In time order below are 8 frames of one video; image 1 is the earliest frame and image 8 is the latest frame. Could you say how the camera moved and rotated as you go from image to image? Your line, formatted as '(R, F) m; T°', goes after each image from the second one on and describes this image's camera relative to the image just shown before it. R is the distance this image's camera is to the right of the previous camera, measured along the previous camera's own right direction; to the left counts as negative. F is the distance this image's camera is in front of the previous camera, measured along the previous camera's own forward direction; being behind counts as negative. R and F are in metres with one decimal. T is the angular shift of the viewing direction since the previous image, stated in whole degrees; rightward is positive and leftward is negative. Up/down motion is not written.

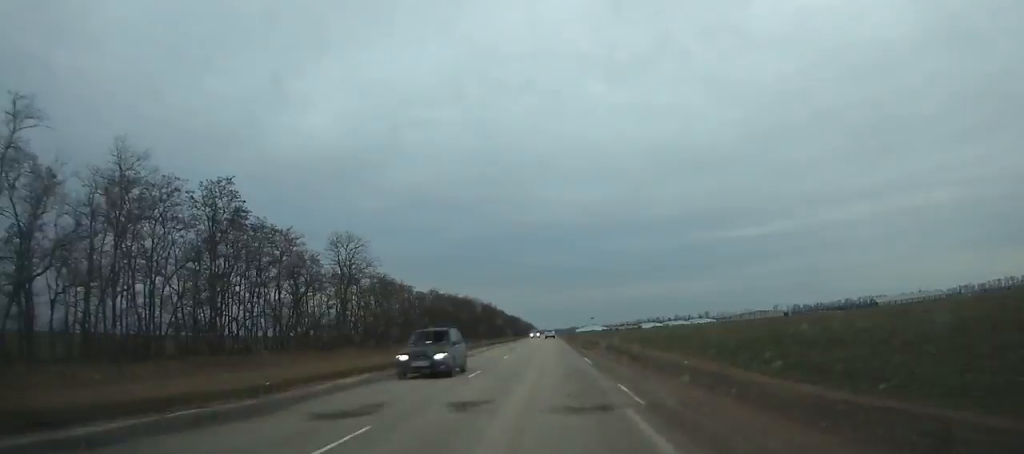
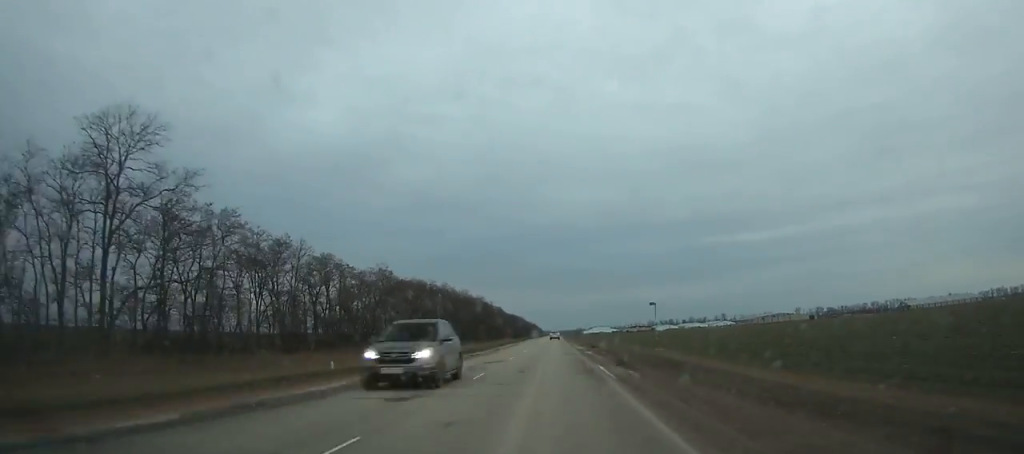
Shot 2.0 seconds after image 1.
(-0.1, +49.1) m; 0°
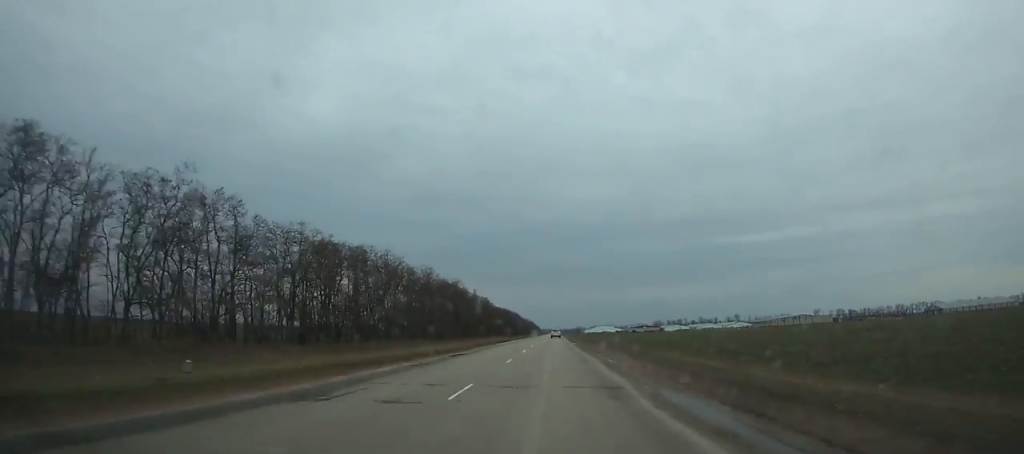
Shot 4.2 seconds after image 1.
(-0.4, +53.9) m; 0°
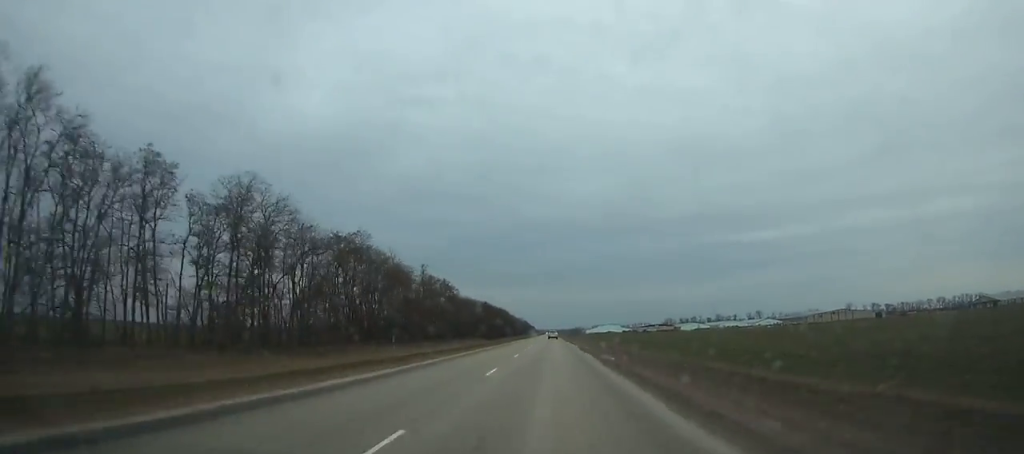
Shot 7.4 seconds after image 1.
(+0.7, +78.1) m; +1°
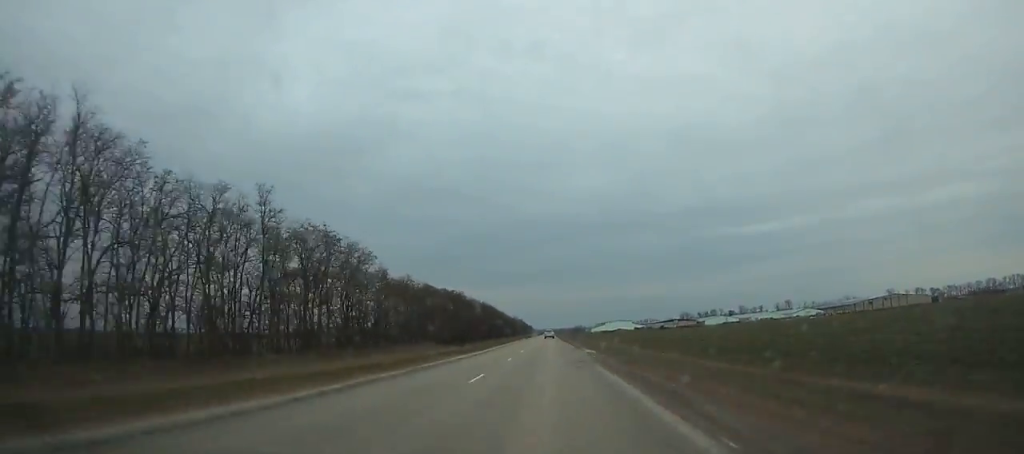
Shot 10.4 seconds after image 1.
(+0.2, +72.8) m; 0°
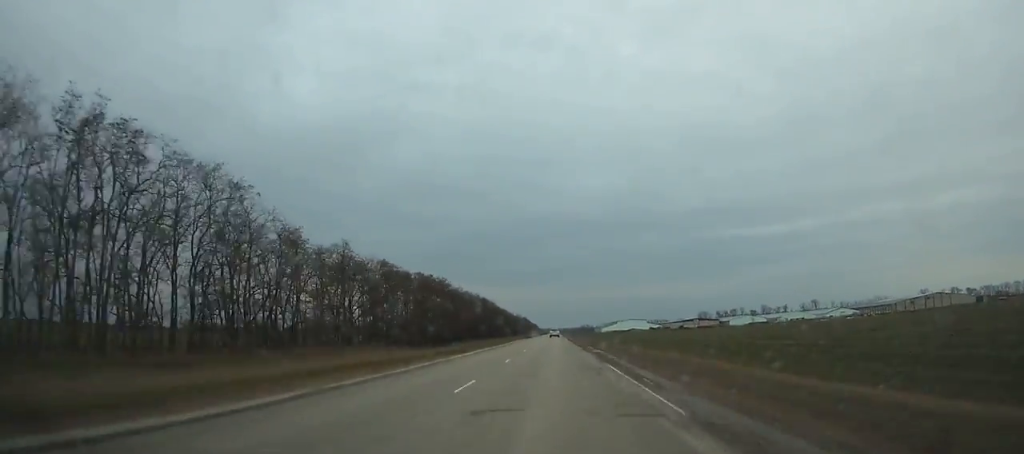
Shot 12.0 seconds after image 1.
(0.0, +38.7) m; 0°
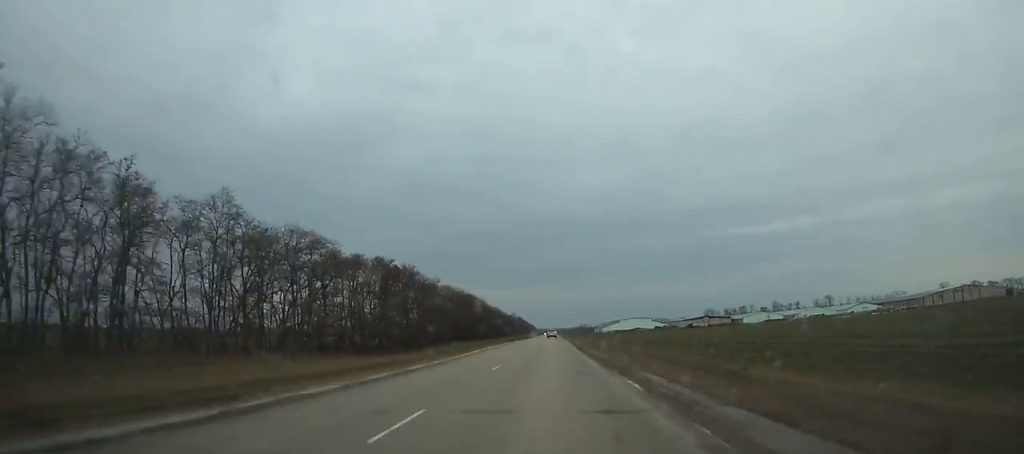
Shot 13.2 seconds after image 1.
(0.0, +29.0) m; 0°
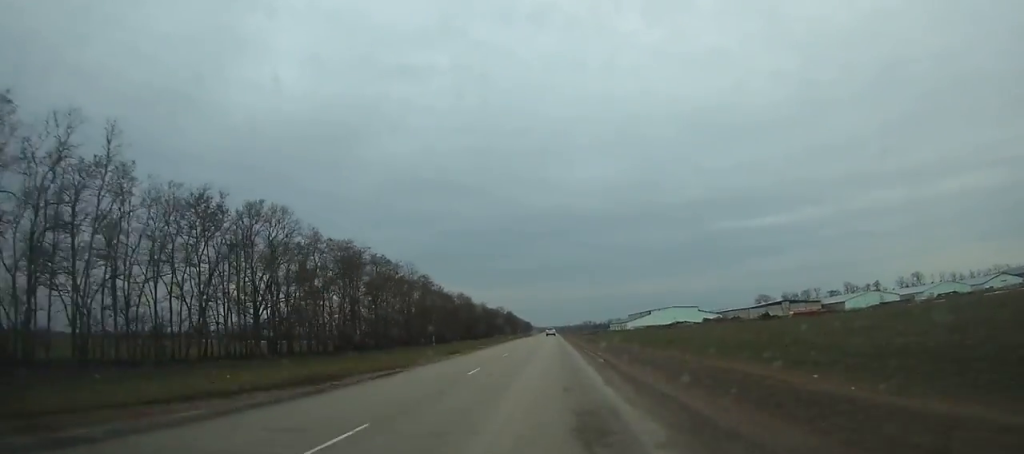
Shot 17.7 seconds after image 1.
(-0.6, +108.4) m; 0°
